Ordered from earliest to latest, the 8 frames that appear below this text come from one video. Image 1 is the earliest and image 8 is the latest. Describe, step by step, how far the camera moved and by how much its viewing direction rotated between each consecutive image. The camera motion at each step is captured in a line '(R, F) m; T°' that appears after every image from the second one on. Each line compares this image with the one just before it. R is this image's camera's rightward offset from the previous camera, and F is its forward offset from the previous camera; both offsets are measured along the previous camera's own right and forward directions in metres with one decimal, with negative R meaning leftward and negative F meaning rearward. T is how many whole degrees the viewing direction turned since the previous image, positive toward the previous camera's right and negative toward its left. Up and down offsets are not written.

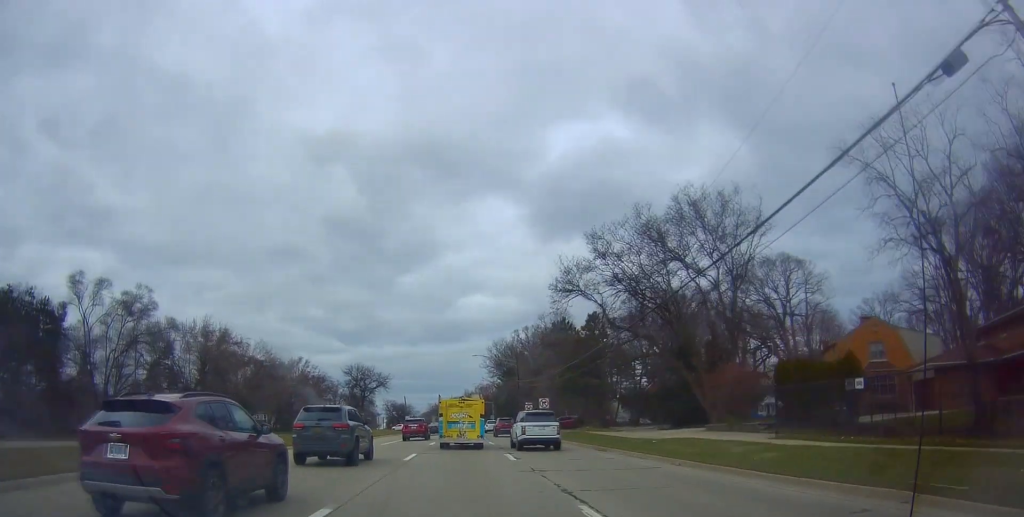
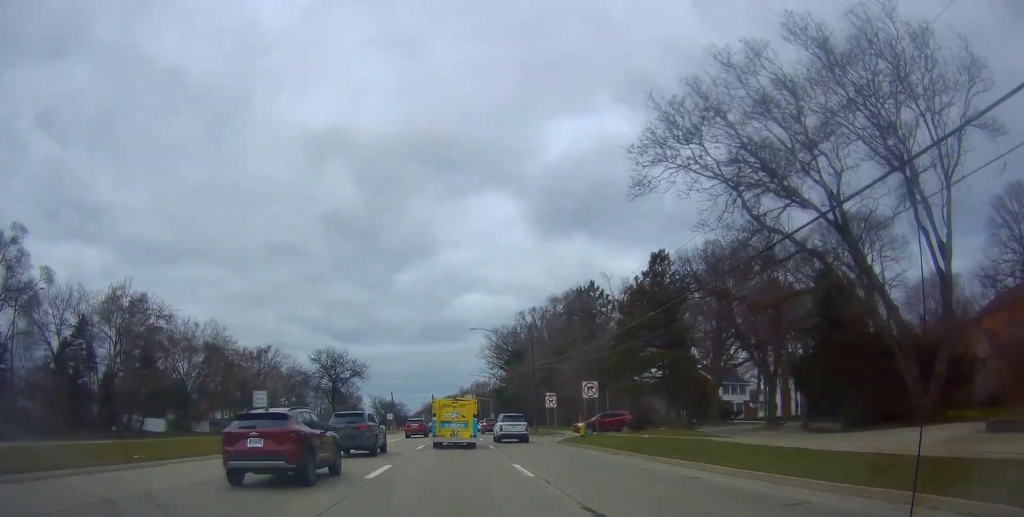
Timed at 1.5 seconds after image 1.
(+0.8, +22.0) m; +3°
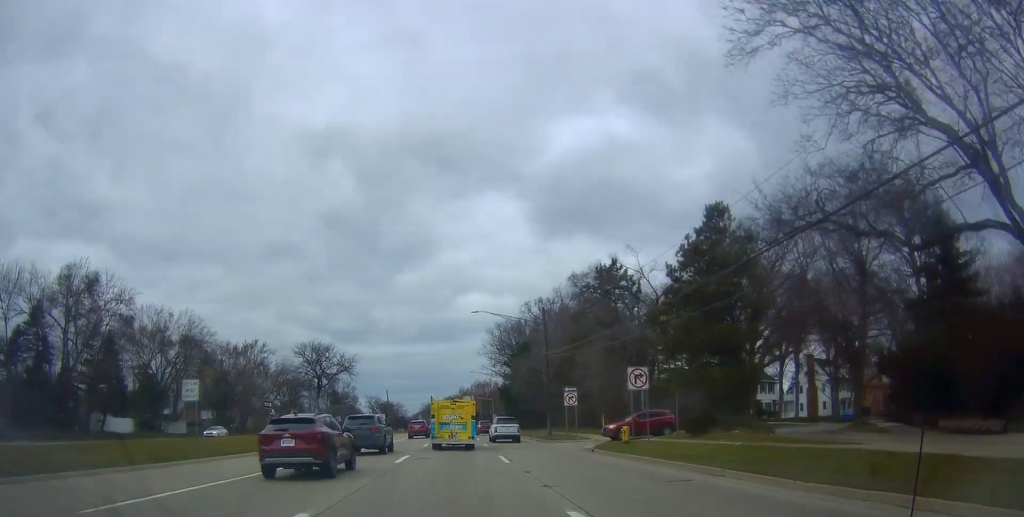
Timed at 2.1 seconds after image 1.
(+0.1, +9.4) m; -1°
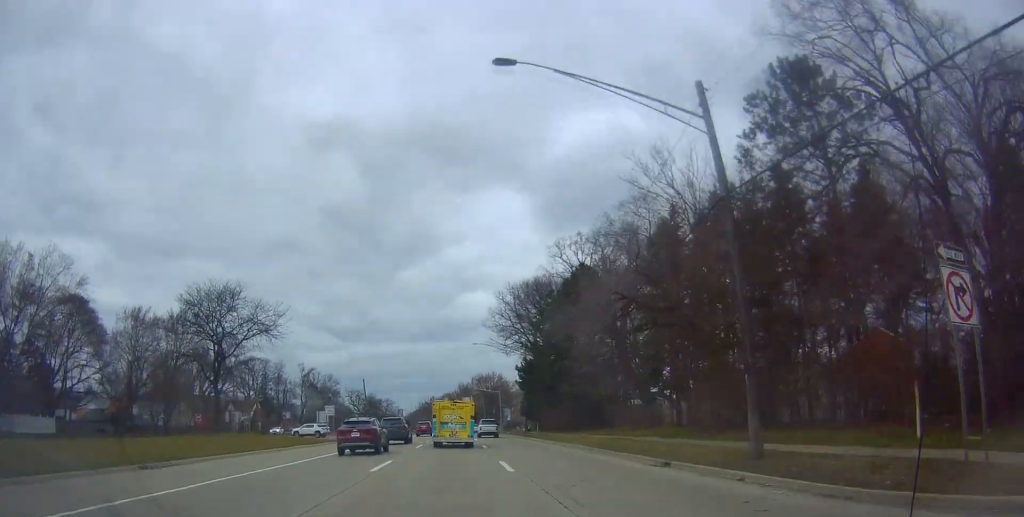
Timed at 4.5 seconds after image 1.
(-0.4, +35.0) m; +1°
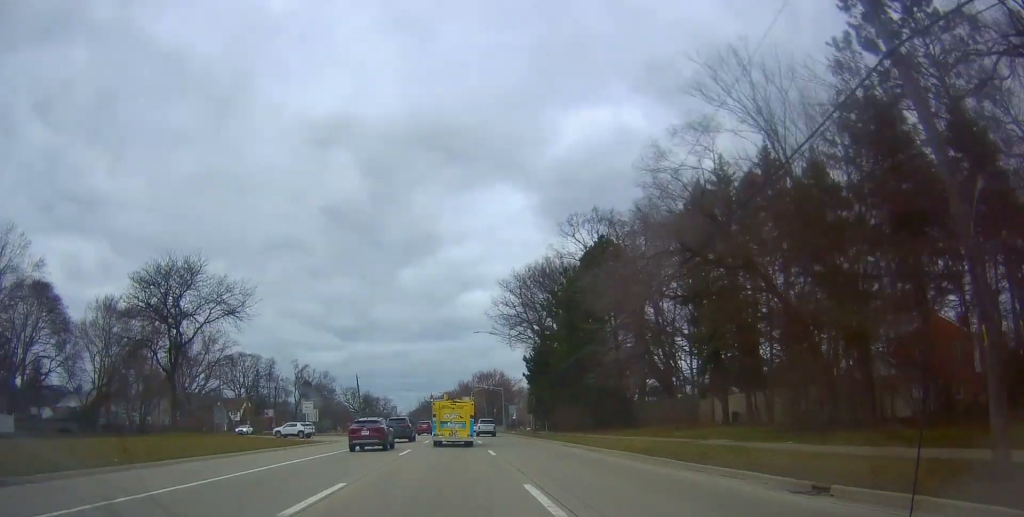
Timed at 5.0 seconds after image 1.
(0.0, +7.8) m; 0°
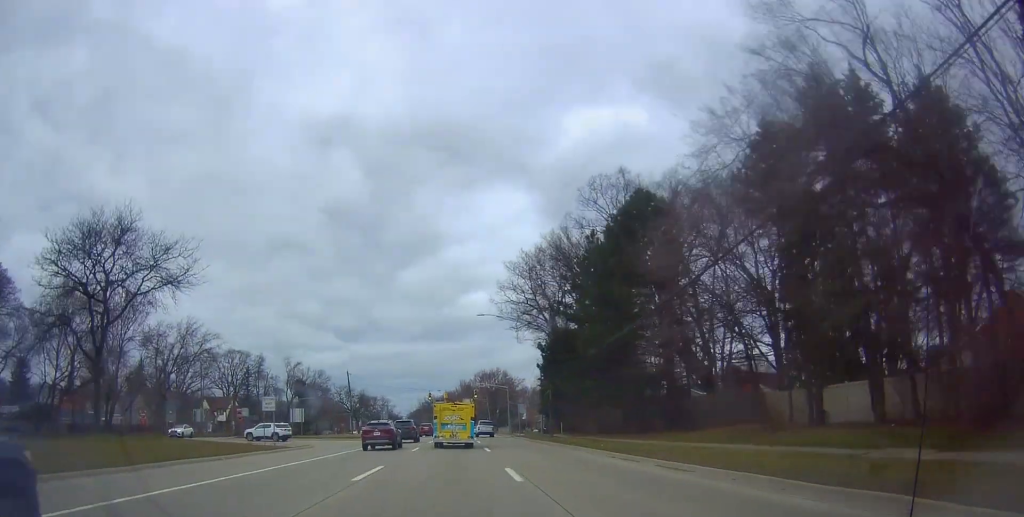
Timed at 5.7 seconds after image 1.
(-0.3, +9.7) m; 0°
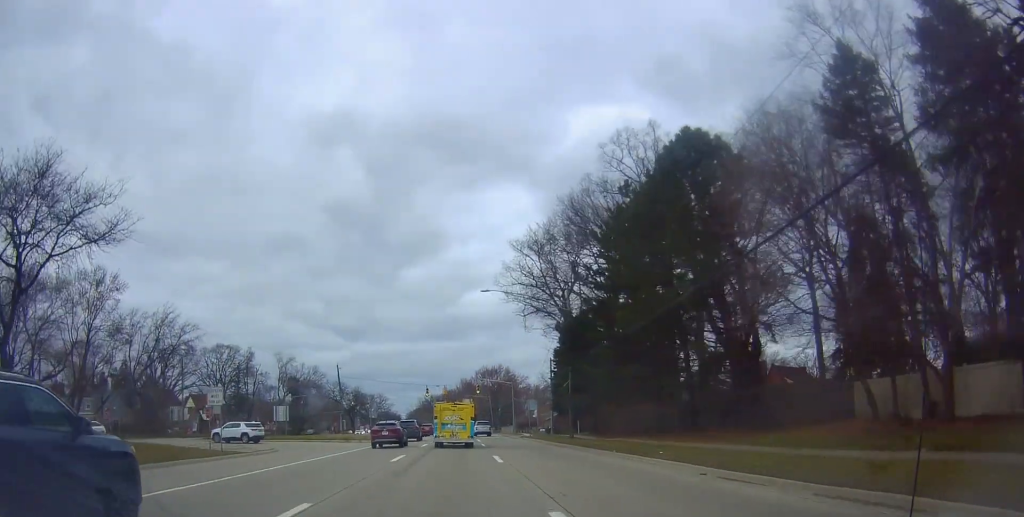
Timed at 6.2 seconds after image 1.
(+0.2, +8.2) m; 0°
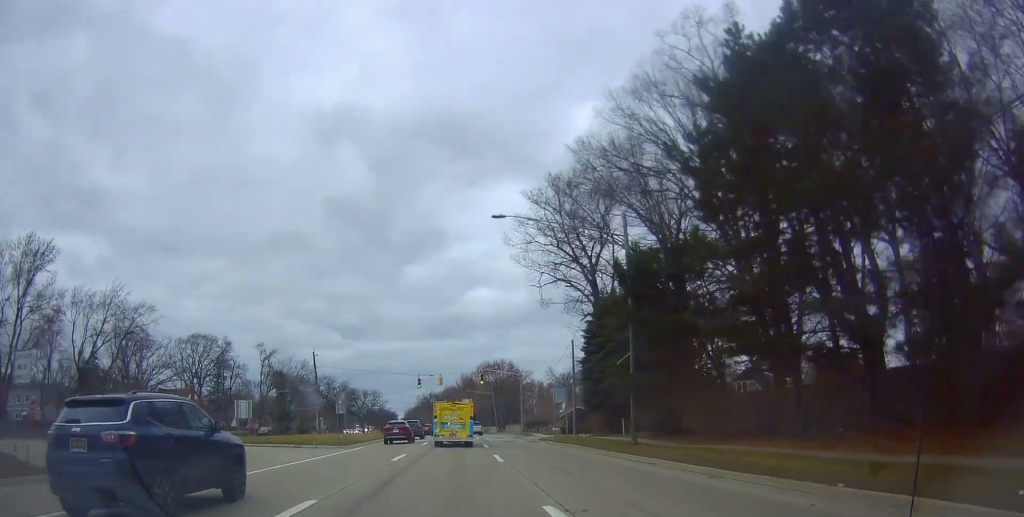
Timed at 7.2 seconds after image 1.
(+0.1, +14.1) m; 0°
